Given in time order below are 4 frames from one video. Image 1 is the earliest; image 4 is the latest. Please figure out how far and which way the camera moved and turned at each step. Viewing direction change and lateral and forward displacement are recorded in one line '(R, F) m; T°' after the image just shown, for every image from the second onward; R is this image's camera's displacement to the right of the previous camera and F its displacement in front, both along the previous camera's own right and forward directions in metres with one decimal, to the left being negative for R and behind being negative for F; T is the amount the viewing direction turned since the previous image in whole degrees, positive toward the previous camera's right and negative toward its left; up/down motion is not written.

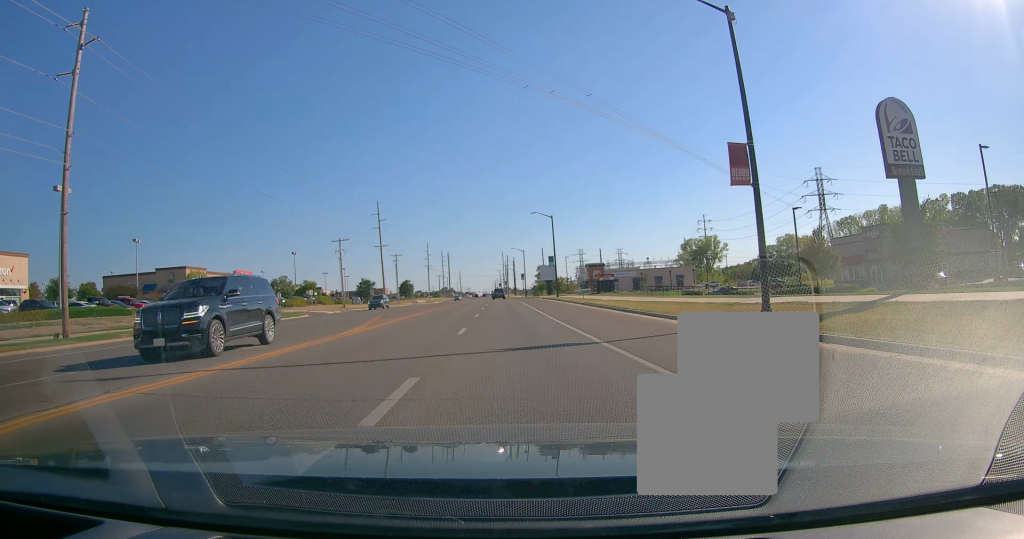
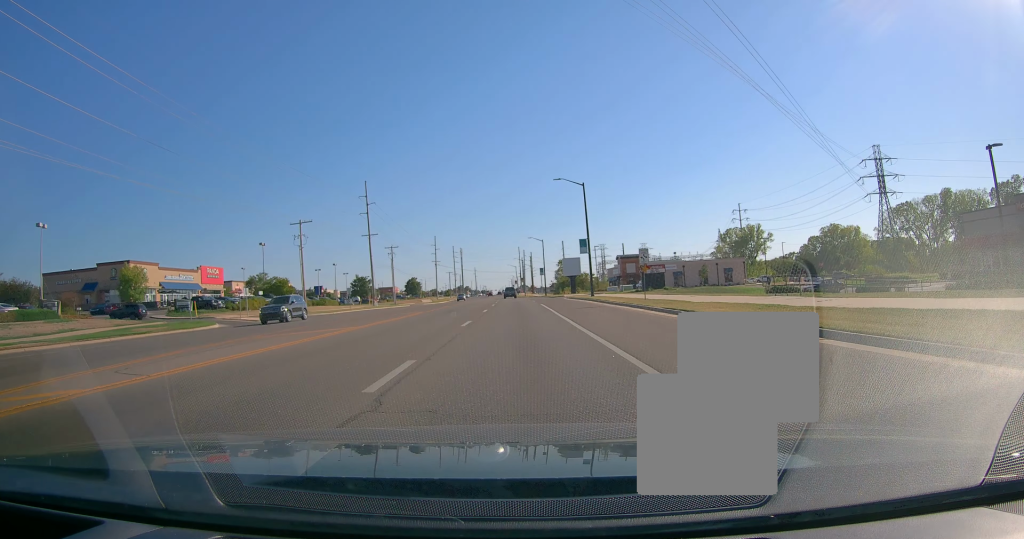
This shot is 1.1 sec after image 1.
(-0.3, +22.6) m; -1°
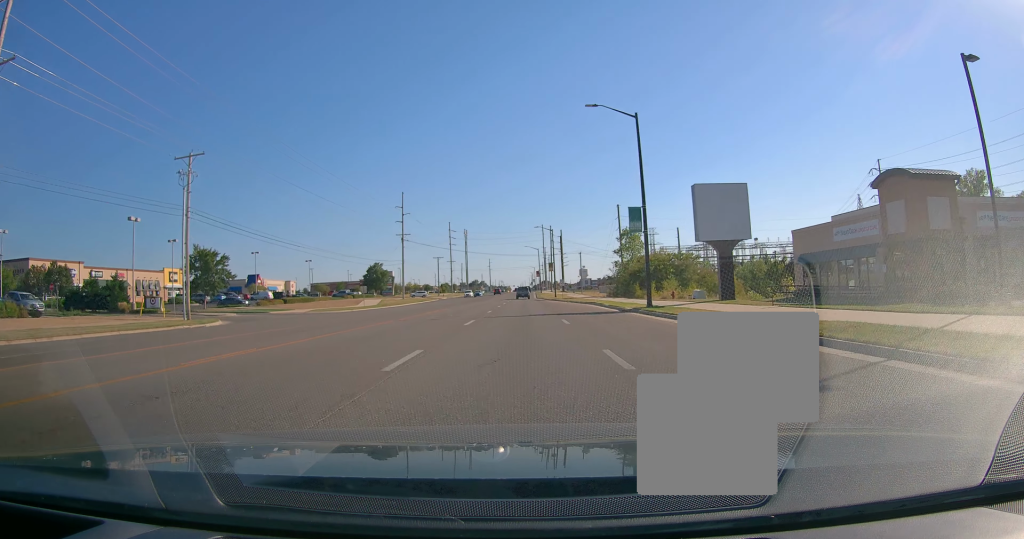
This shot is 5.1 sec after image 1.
(-1.5, +83.3) m; -2°
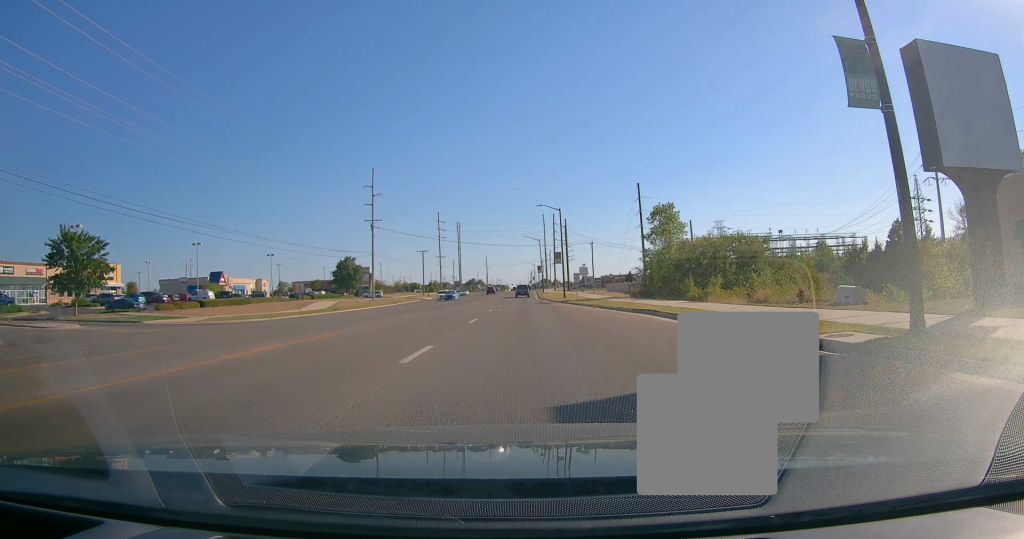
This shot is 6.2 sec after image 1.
(0.0, +23.1) m; 0°
